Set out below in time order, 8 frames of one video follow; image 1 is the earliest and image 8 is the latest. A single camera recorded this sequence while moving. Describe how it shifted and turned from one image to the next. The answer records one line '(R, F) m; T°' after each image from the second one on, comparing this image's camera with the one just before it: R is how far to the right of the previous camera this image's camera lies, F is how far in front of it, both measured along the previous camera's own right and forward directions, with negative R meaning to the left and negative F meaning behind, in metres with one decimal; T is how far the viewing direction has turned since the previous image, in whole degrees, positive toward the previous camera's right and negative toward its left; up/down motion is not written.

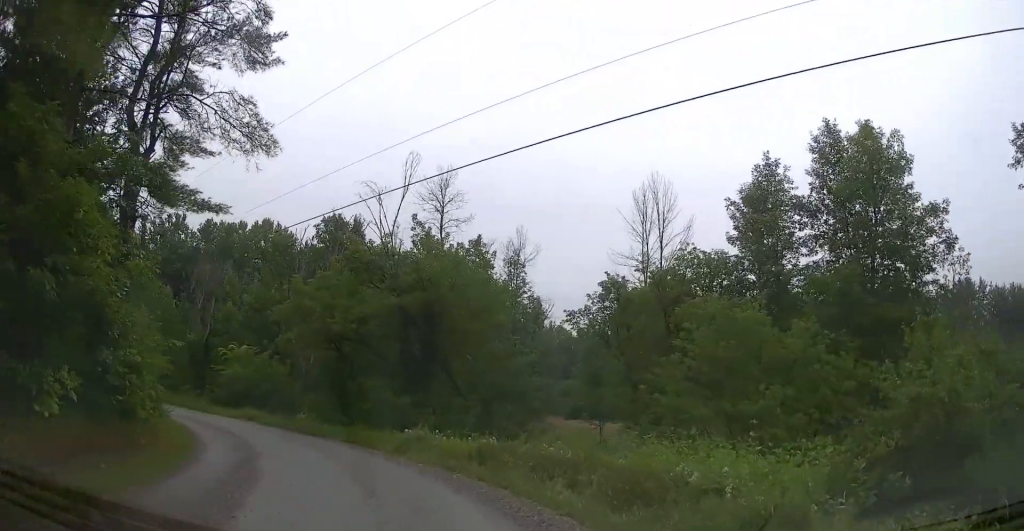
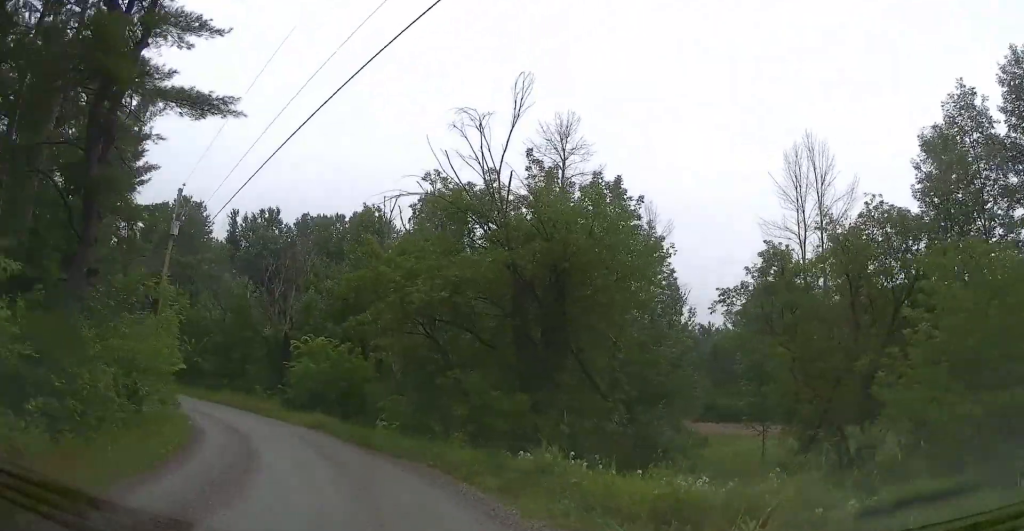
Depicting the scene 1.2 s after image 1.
(-0.5, +7.8) m; -9°
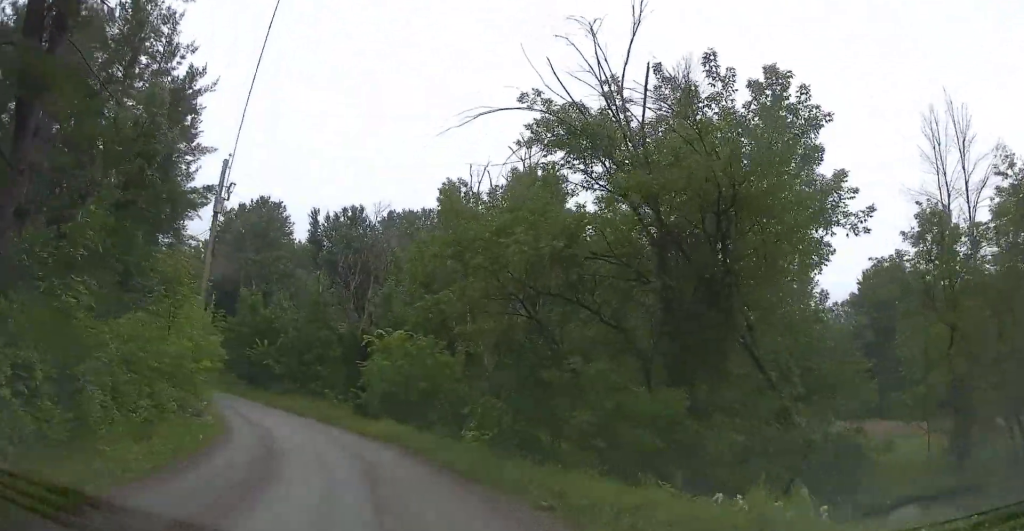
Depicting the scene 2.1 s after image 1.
(-0.4, +5.5) m; -7°
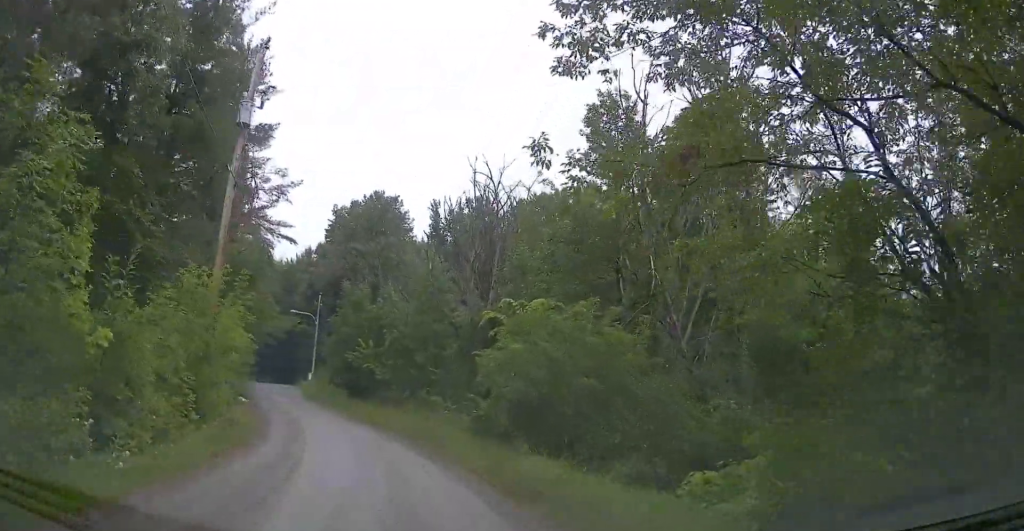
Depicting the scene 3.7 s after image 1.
(-0.8, +10.1) m; -11°
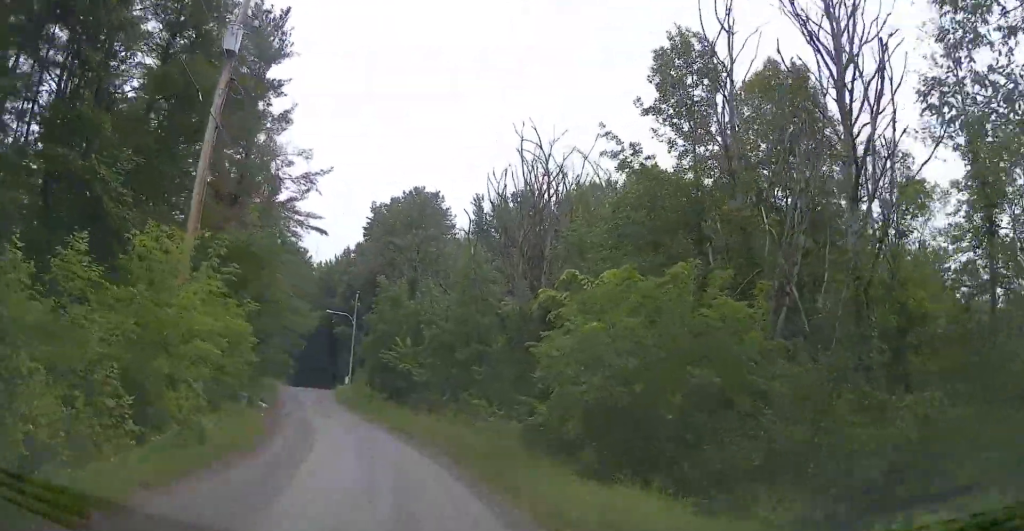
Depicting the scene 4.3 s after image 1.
(-0.3, +4.4) m; -4°
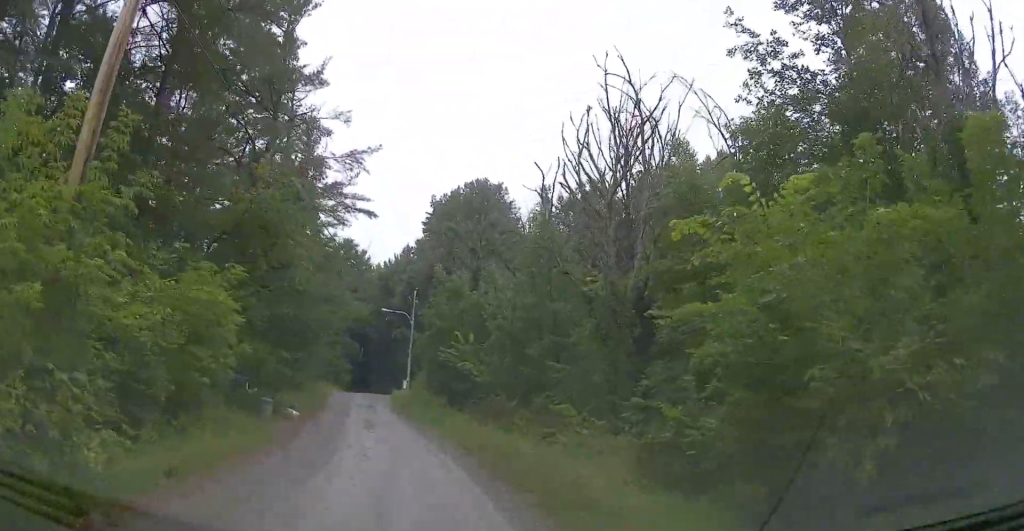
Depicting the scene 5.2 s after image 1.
(-0.3, +6.1) m; -7°
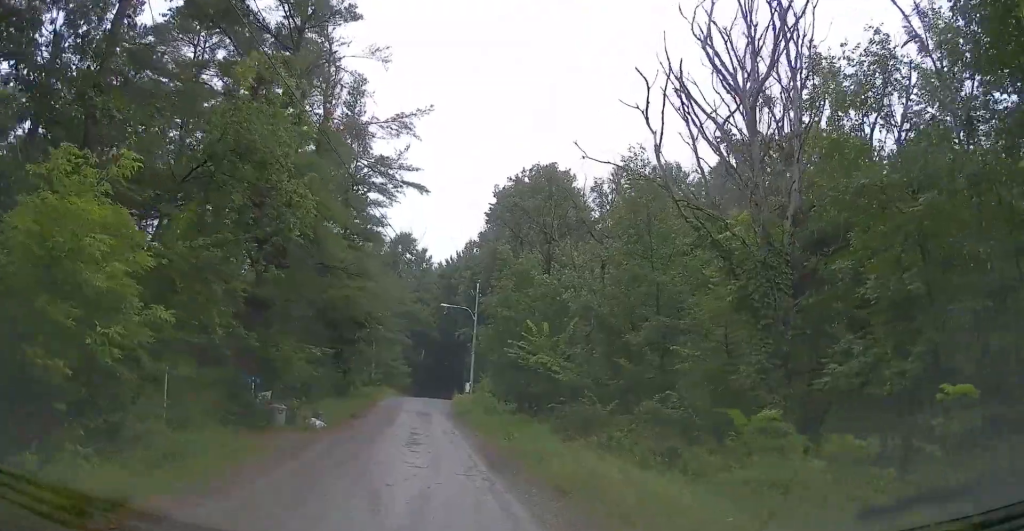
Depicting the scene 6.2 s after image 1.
(-0.4, +6.8) m; -8°
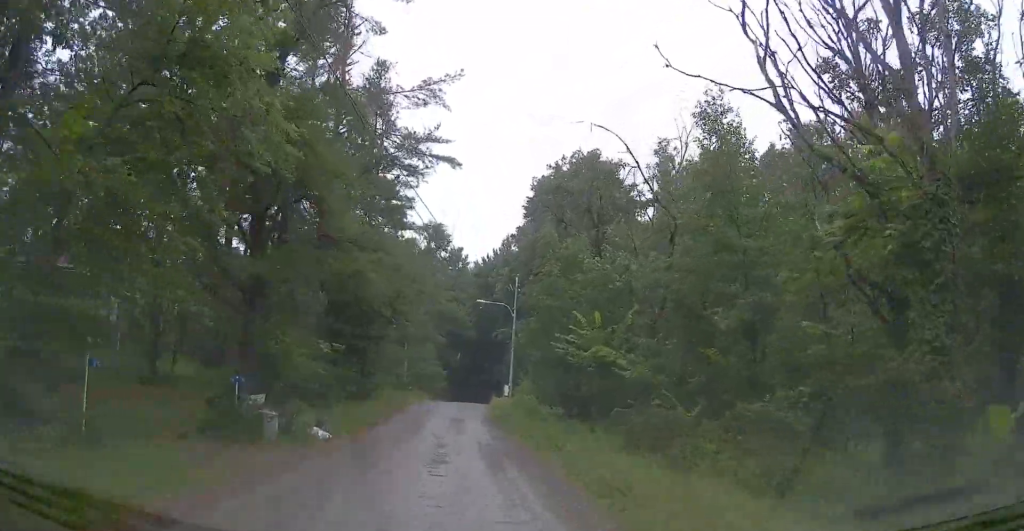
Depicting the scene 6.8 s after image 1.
(-0.2, +4.4) m; -5°
